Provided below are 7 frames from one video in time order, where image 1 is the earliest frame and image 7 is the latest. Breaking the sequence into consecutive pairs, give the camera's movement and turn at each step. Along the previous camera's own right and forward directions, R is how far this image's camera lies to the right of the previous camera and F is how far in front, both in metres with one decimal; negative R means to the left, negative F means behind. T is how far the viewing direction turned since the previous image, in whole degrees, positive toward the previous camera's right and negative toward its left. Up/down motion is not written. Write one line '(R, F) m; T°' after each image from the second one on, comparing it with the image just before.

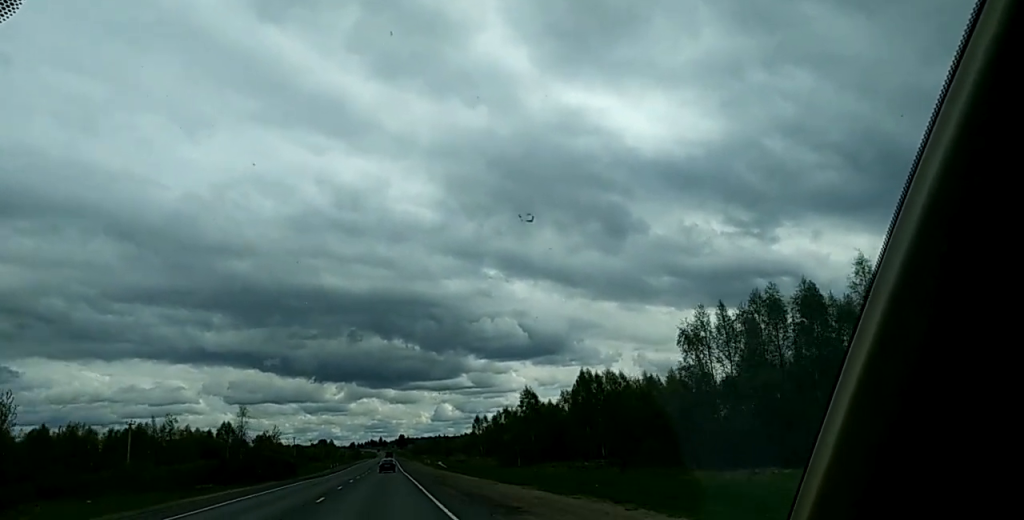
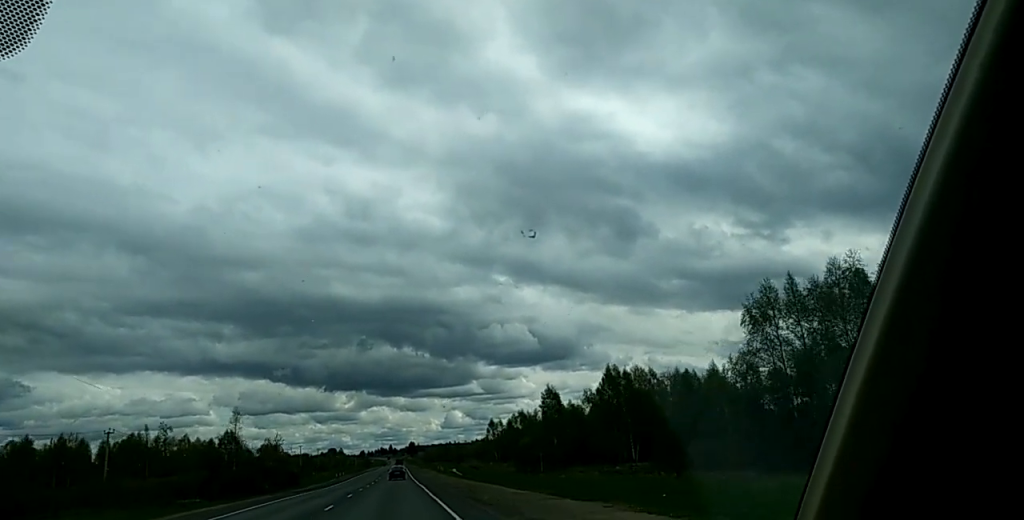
(+0.3, +12.5) m; 0°
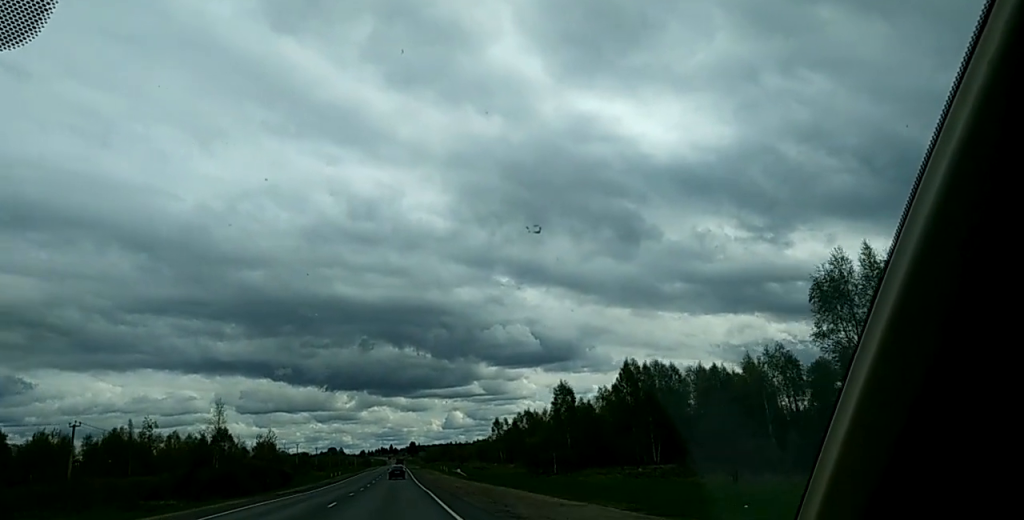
(+0.2, +10.6) m; 0°
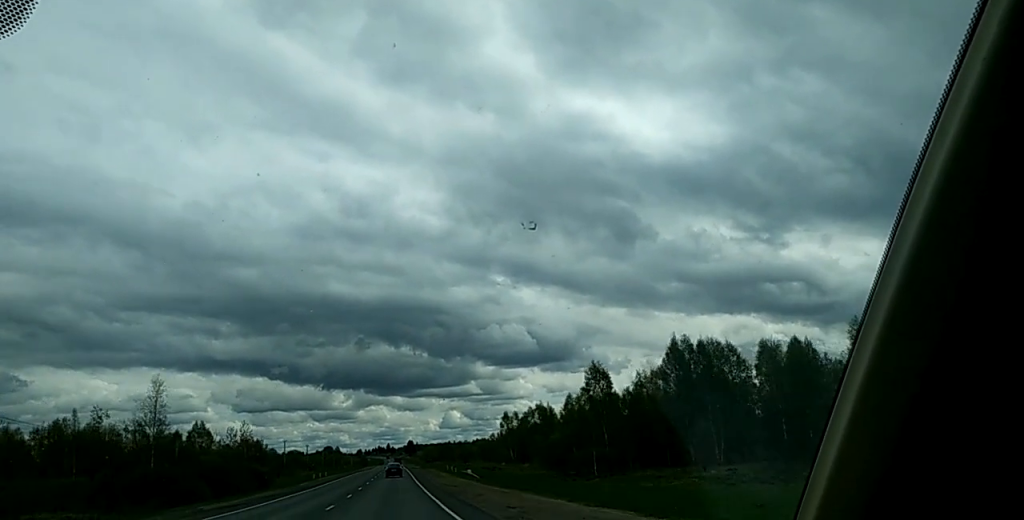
(-0.5, +25.4) m; -1°
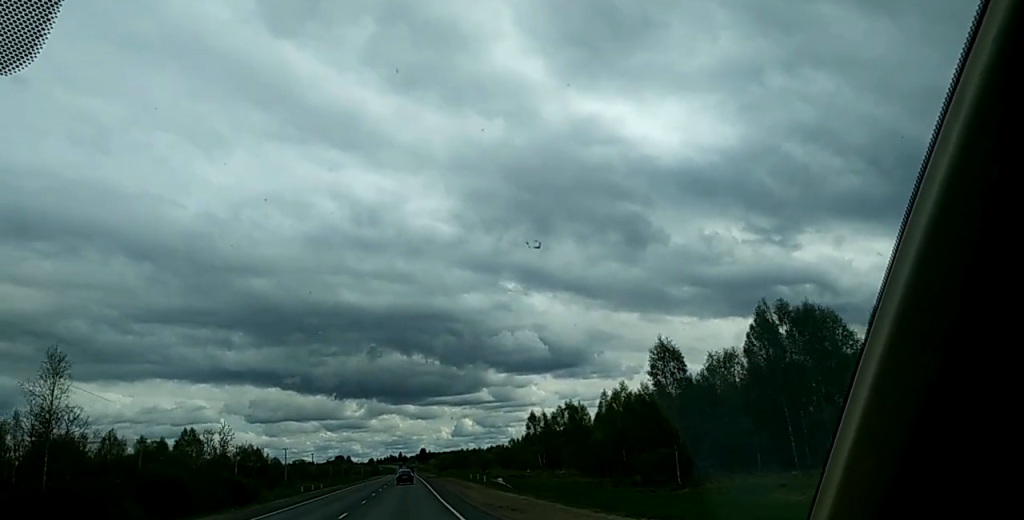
(+0.2, +24.8) m; 0°
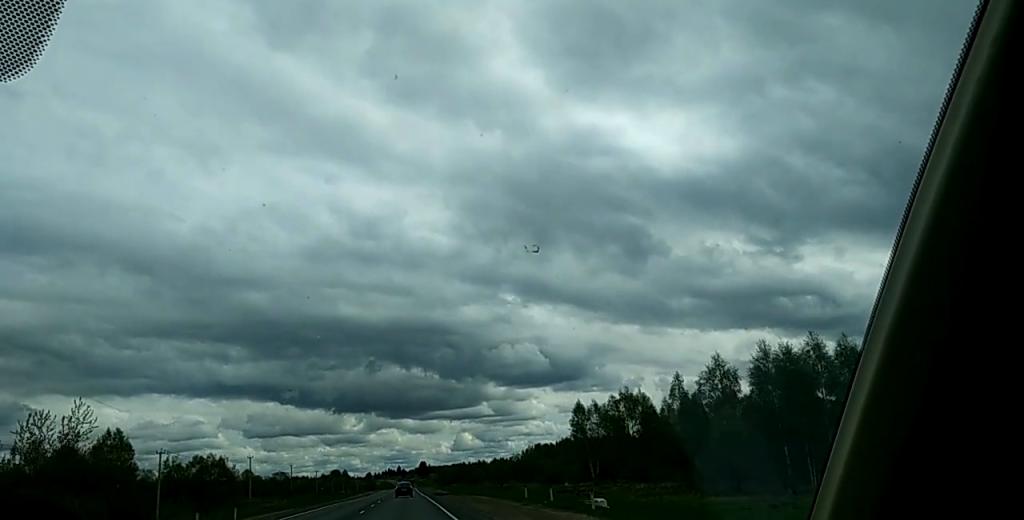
(+0.3, +49.8) m; +1°
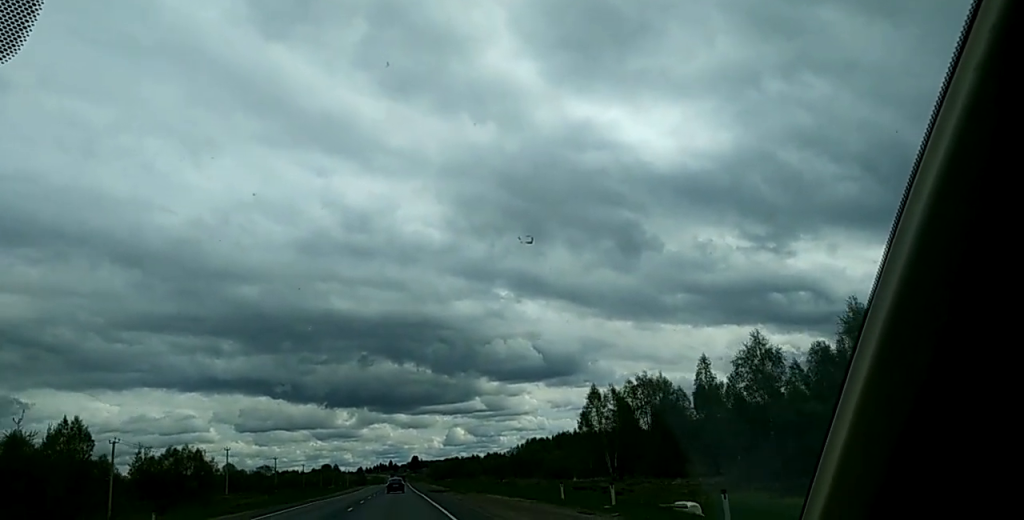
(-0.1, +14.9) m; 0°
